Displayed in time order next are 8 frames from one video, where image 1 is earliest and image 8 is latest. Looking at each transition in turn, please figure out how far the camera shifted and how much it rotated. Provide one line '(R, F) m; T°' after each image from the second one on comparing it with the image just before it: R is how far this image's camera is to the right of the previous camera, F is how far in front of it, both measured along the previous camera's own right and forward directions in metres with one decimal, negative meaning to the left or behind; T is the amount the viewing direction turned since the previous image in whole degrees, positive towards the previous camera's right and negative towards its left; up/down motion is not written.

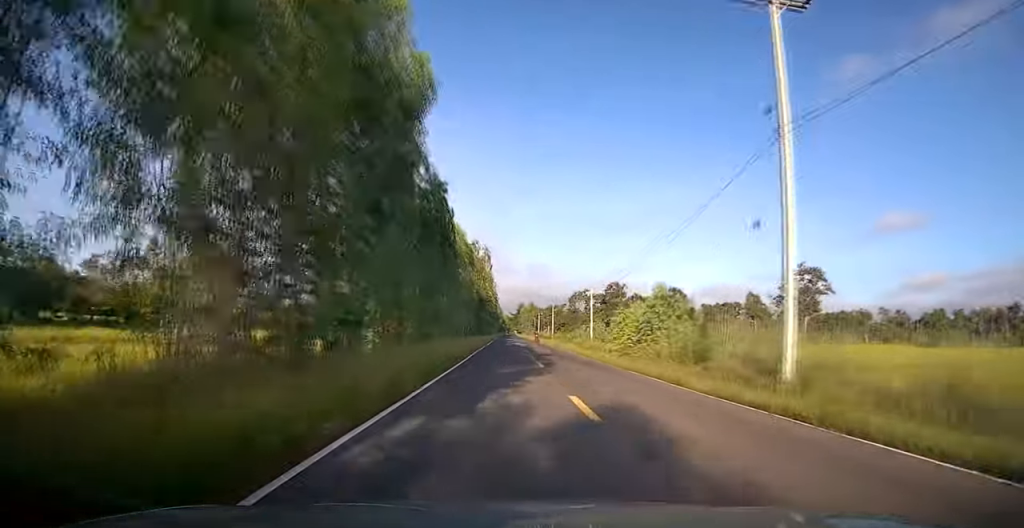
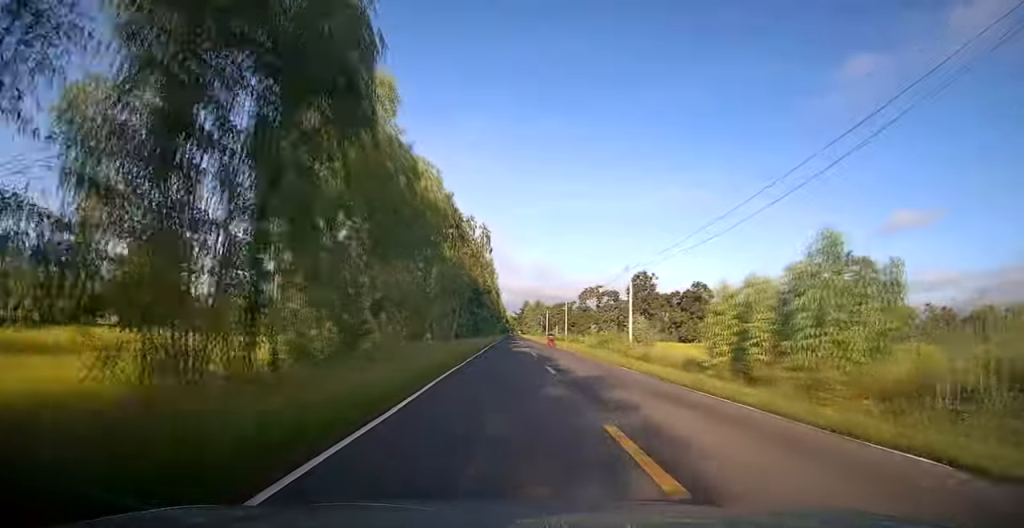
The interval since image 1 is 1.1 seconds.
(0.0, +15.7) m; -1°
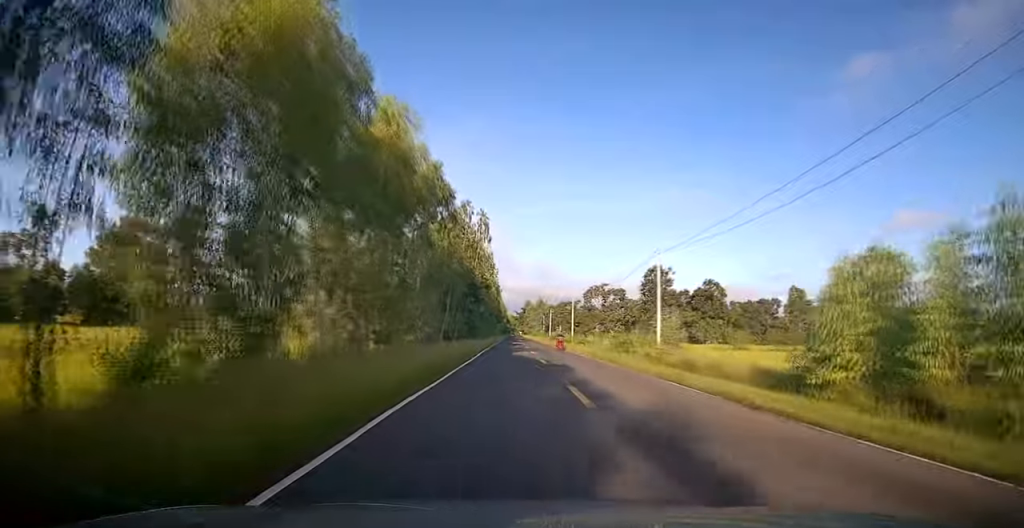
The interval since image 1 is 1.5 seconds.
(0.0, +6.9) m; 0°
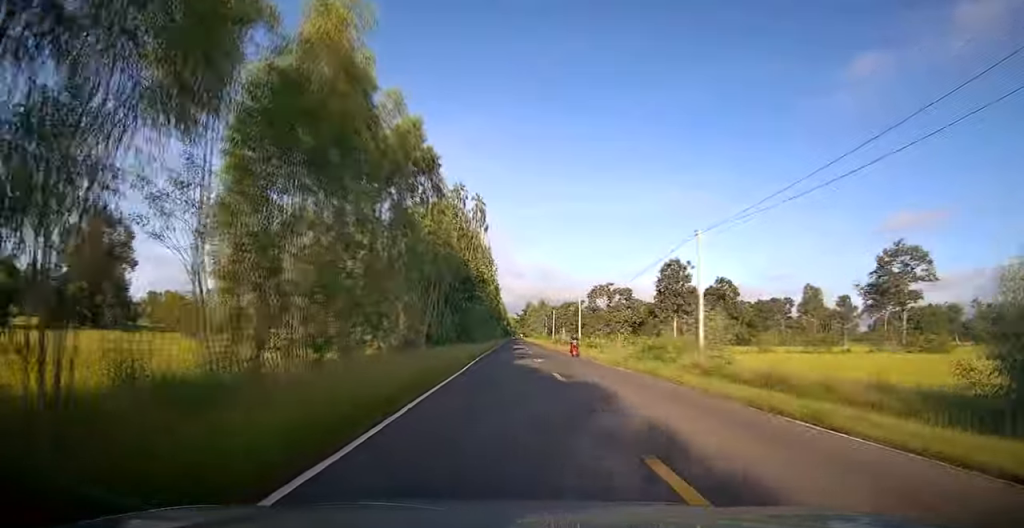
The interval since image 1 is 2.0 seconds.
(-0.1, +7.0) m; 0°
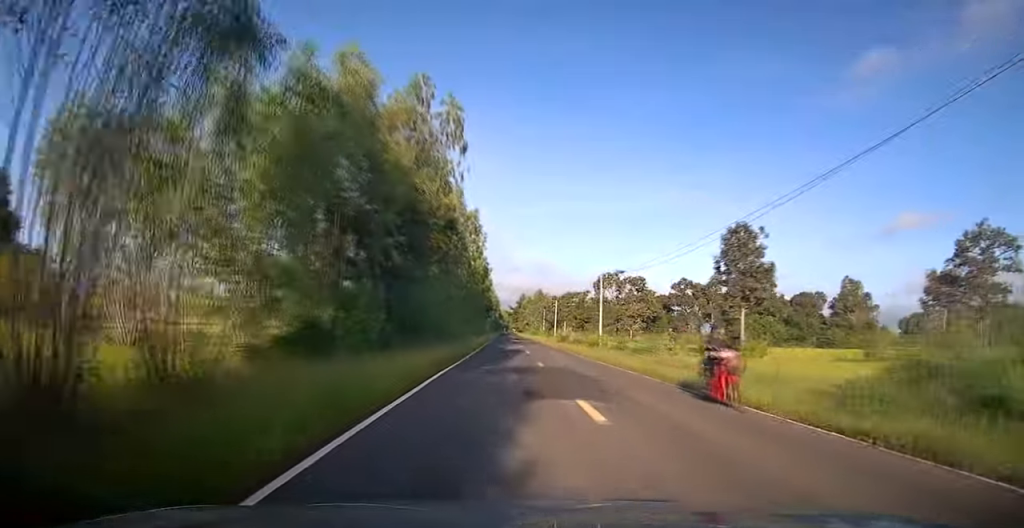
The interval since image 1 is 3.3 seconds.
(+0.1, +18.7) m; +1°
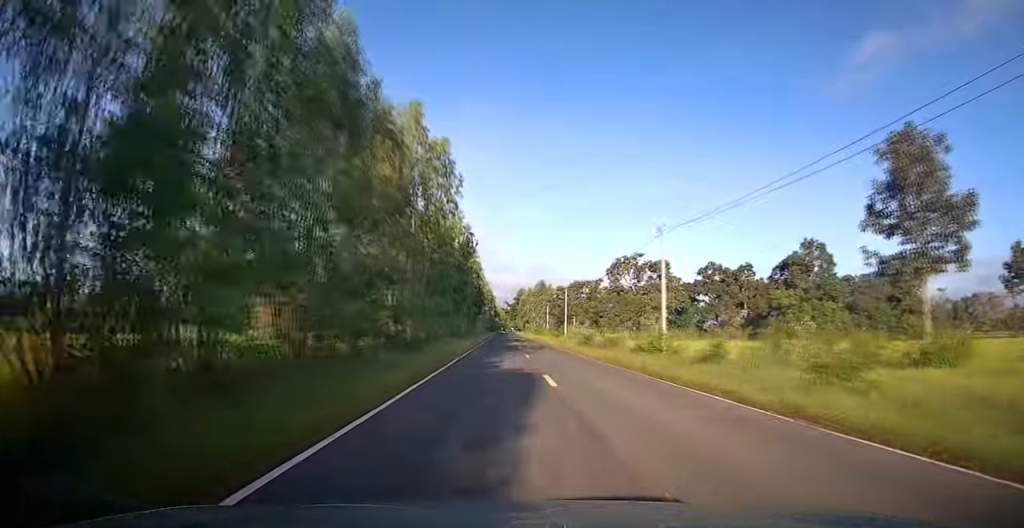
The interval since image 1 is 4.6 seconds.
(+0.1, +19.4) m; 0°
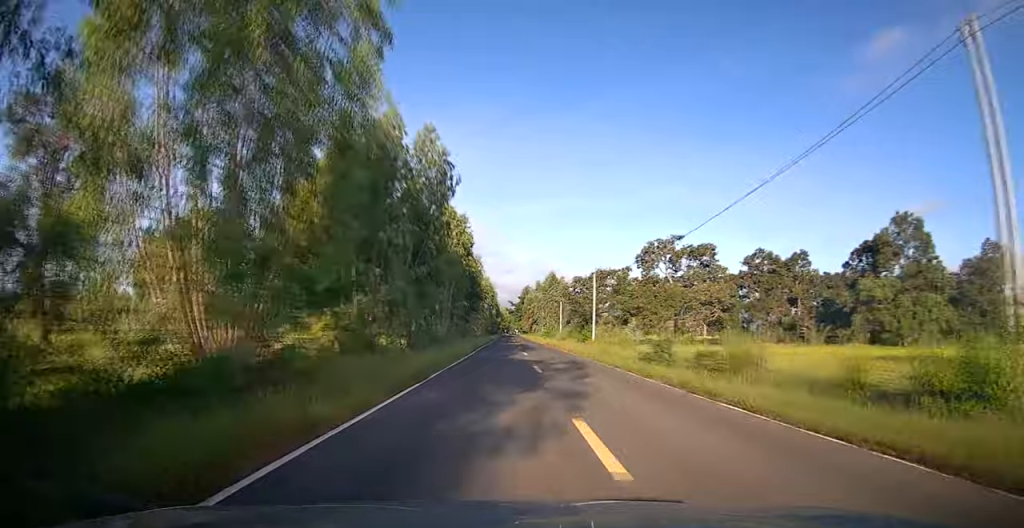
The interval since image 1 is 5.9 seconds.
(-0.2, +19.6) m; -1°
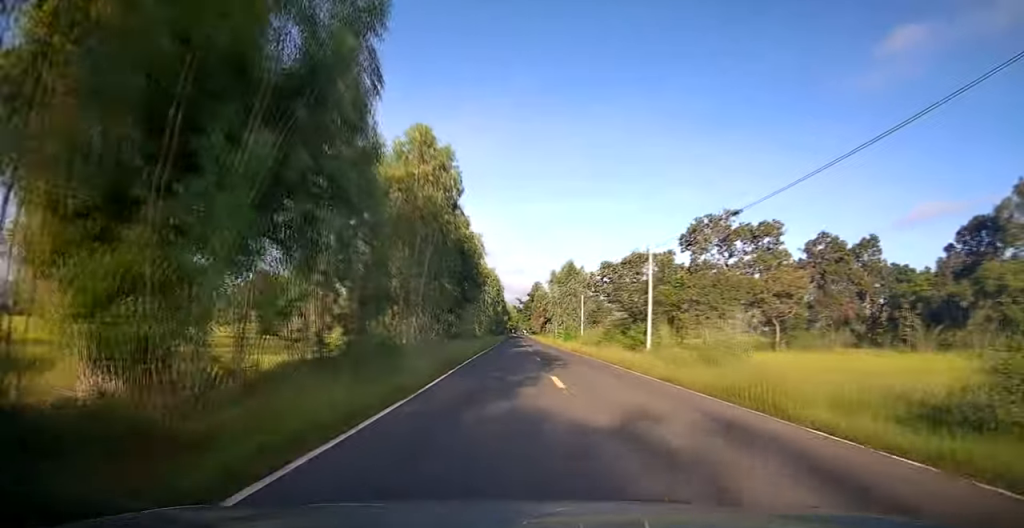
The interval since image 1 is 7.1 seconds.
(0.0, +16.5) m; 0°
